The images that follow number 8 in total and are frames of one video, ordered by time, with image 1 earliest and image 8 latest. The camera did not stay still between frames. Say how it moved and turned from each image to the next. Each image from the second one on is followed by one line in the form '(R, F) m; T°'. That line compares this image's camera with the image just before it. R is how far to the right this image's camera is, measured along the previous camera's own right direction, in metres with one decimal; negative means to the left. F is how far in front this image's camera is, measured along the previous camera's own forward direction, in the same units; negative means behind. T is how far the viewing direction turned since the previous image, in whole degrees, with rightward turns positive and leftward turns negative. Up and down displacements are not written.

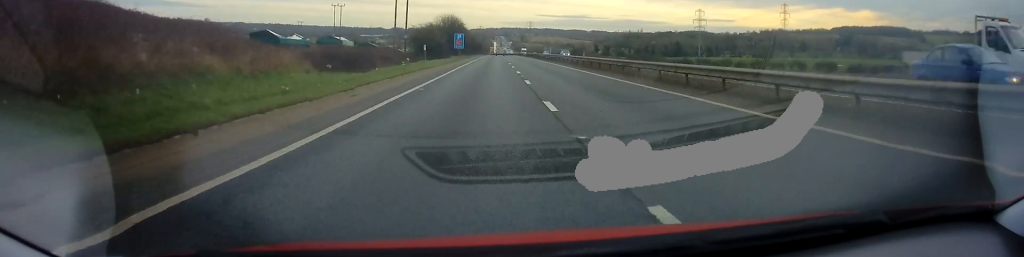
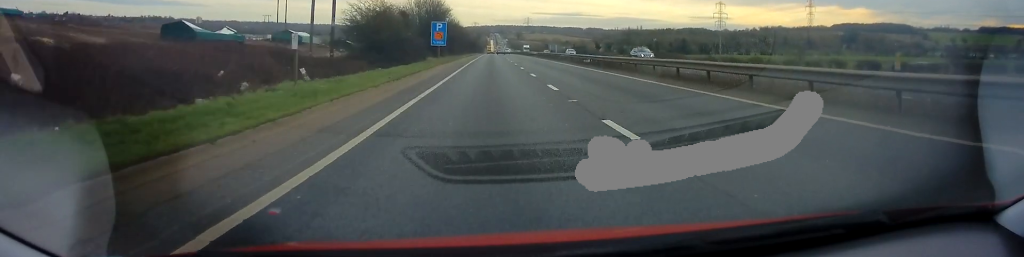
(+0.4, +32.6) m; +1°
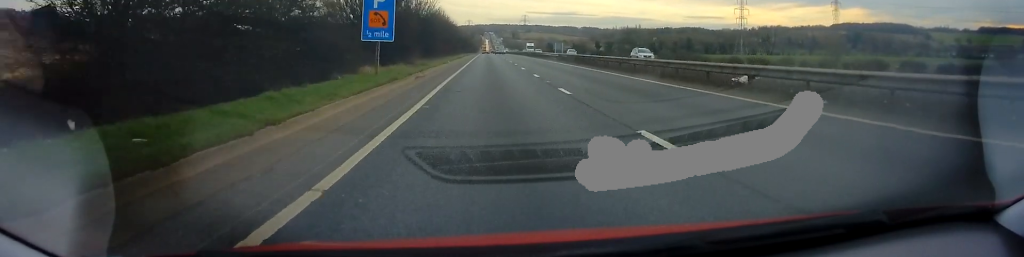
(0.0, +28.4) m; +1°
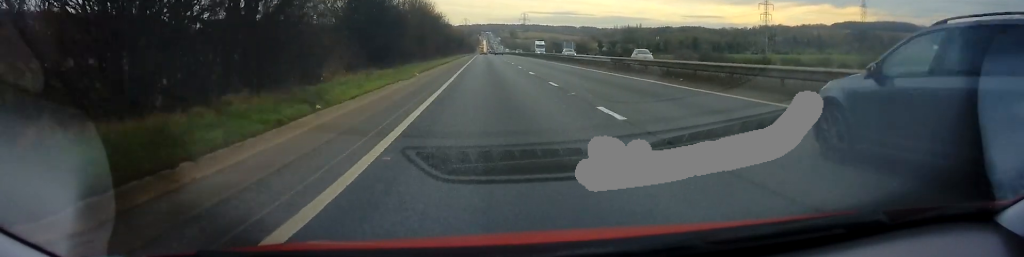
(+0.4, +24.3) m; +1°
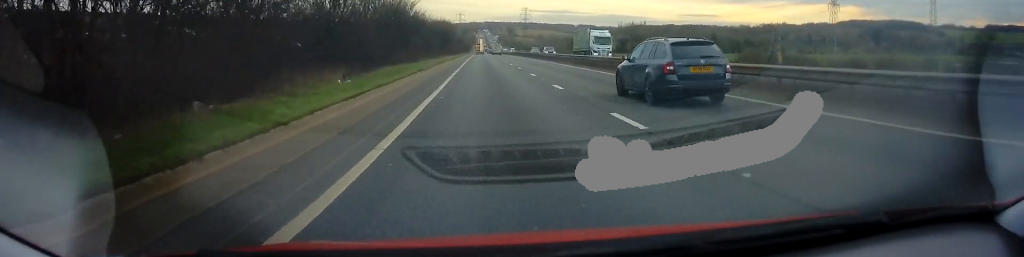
(0.0, +48.1) m; 0°
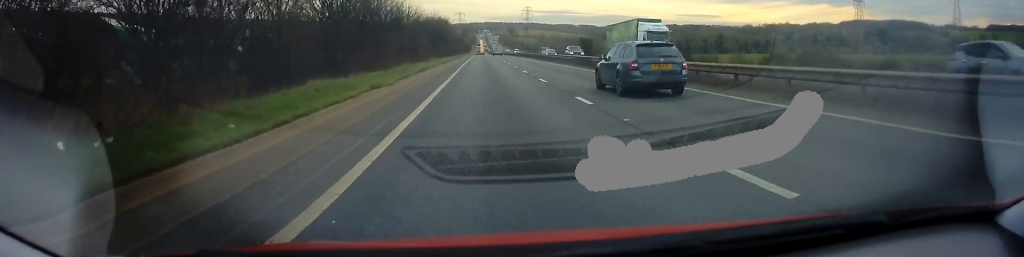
(-0.1, +13.3) m; 0°
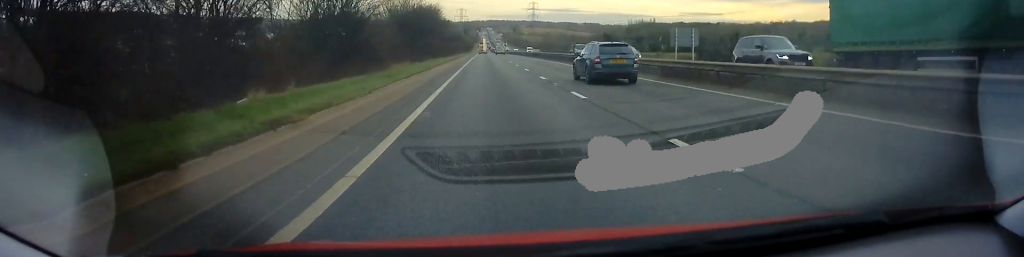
(+0.1, +25.5) m; 0°
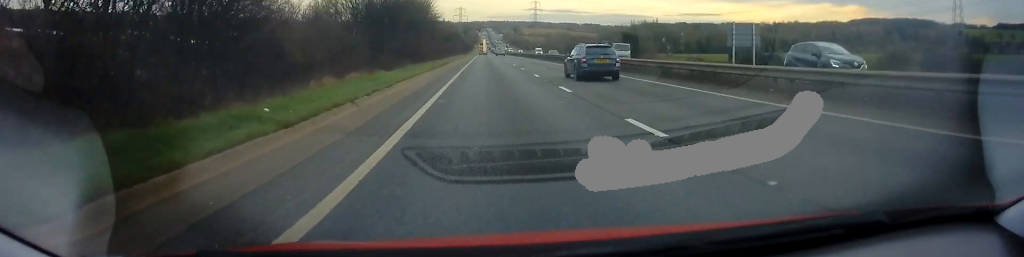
(0.0, +15.1) m; 0°
